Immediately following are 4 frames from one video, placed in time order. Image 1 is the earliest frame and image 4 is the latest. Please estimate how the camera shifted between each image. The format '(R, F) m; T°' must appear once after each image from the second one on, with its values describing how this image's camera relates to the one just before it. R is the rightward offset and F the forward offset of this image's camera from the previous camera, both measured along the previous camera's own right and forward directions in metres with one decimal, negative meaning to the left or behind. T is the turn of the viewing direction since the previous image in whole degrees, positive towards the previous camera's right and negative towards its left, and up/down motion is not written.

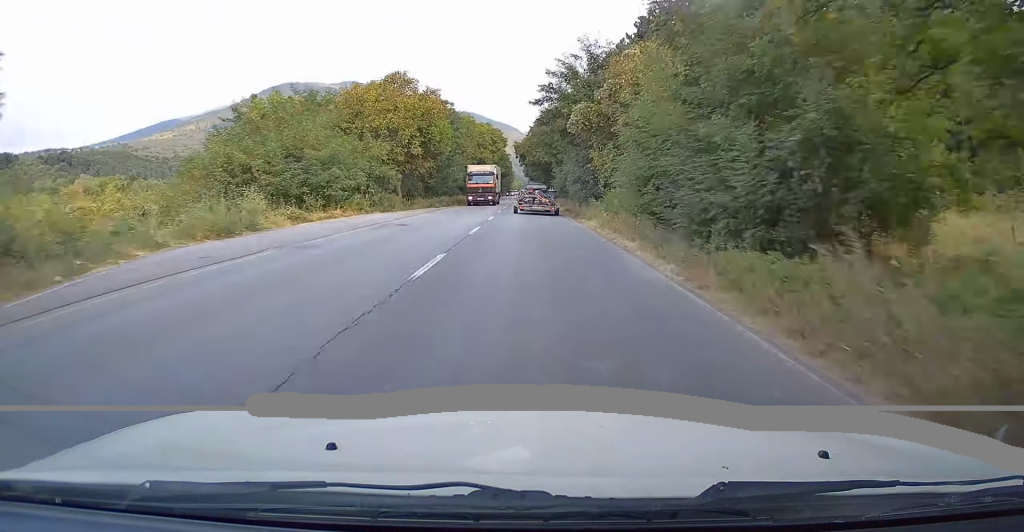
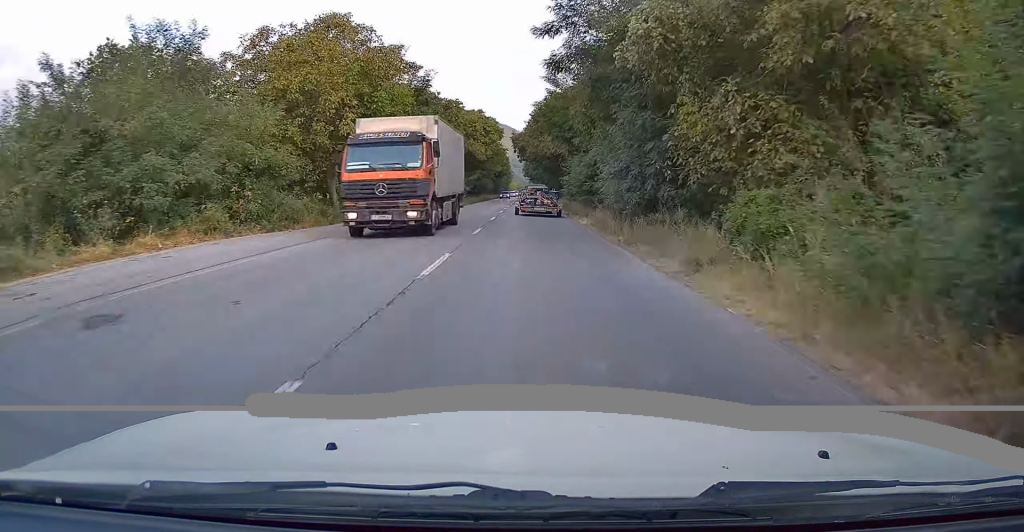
(-0.1, +17.0) m; 0°
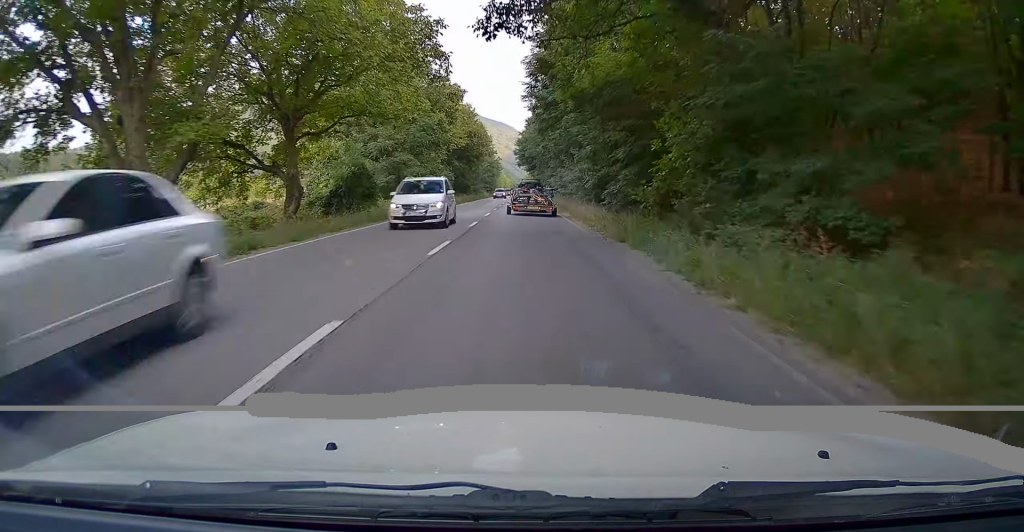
(+0.4, +69.8) m; +1°
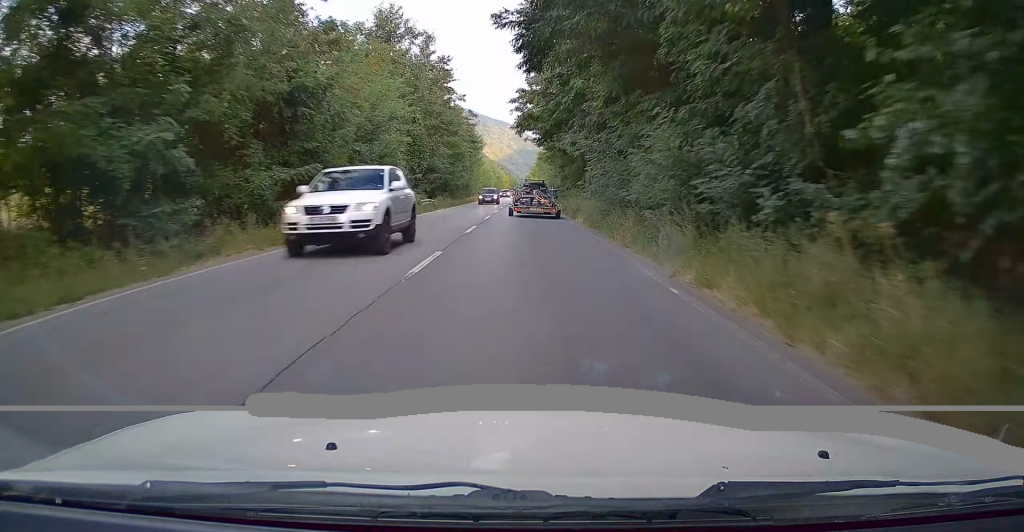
(+0.3, +75.0) m; 0°
